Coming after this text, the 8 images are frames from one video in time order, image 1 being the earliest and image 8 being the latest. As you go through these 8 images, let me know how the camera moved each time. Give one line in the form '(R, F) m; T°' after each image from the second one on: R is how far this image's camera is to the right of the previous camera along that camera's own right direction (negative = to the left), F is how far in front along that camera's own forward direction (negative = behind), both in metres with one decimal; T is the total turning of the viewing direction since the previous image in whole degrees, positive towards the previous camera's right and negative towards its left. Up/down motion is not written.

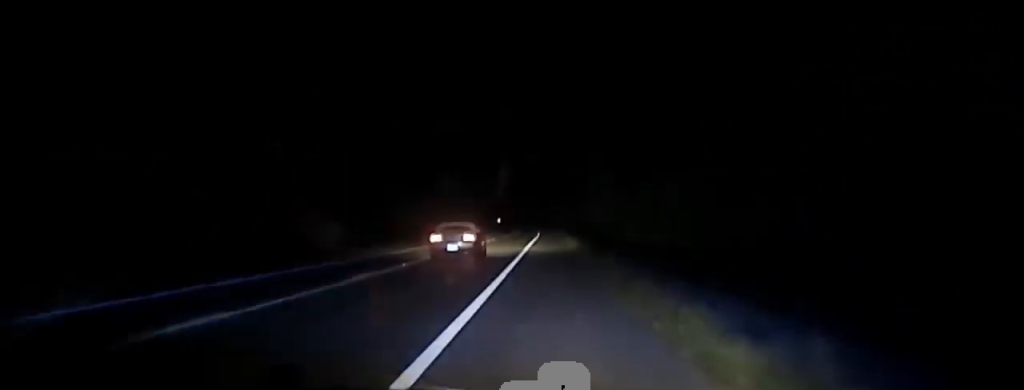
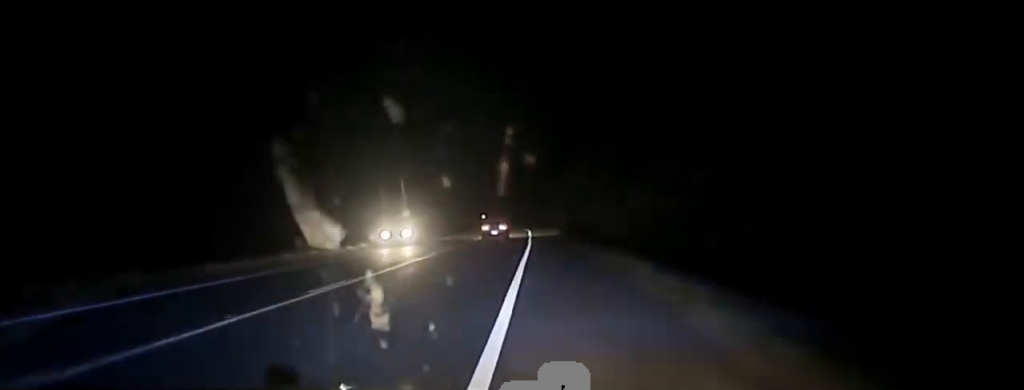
(+0.5, +43.1) m; +1°
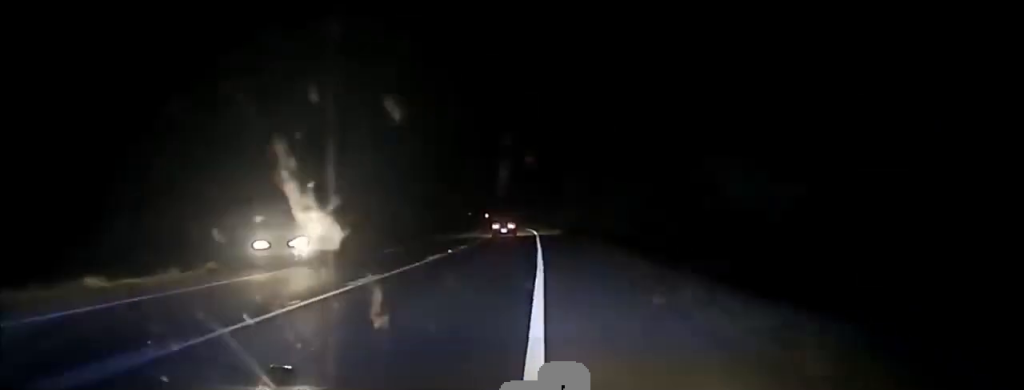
(+0.1, +22.6) m; 0°
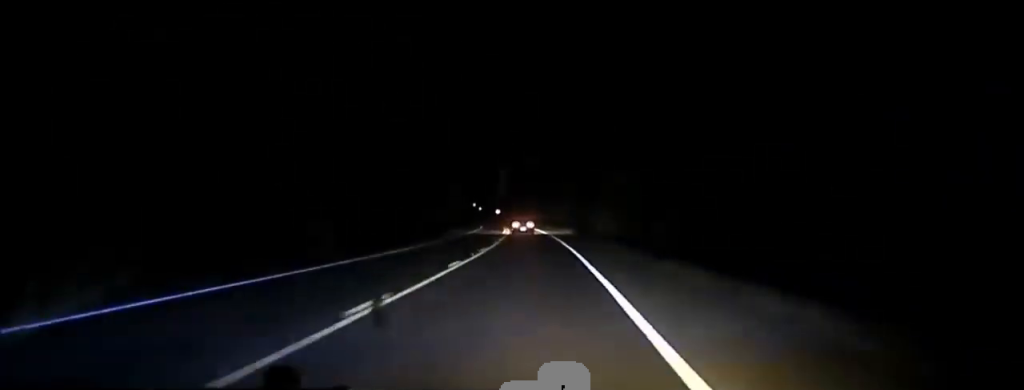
(-0.5, +52.6) m; 0°
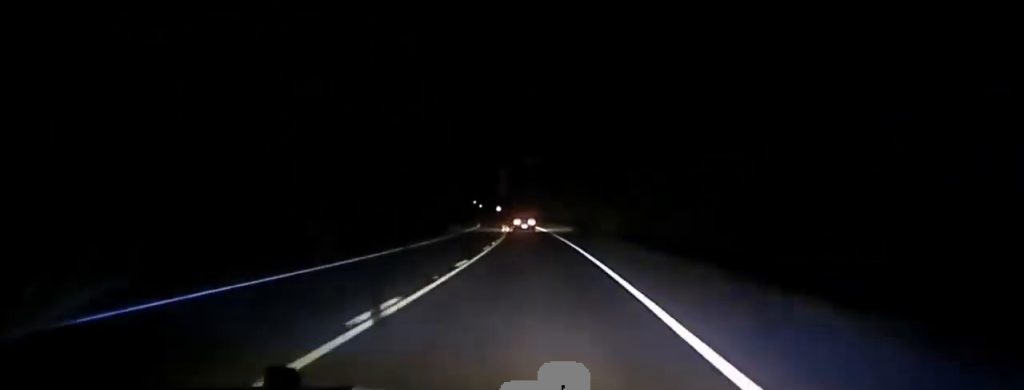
(0.0, +12.2) m; 0°
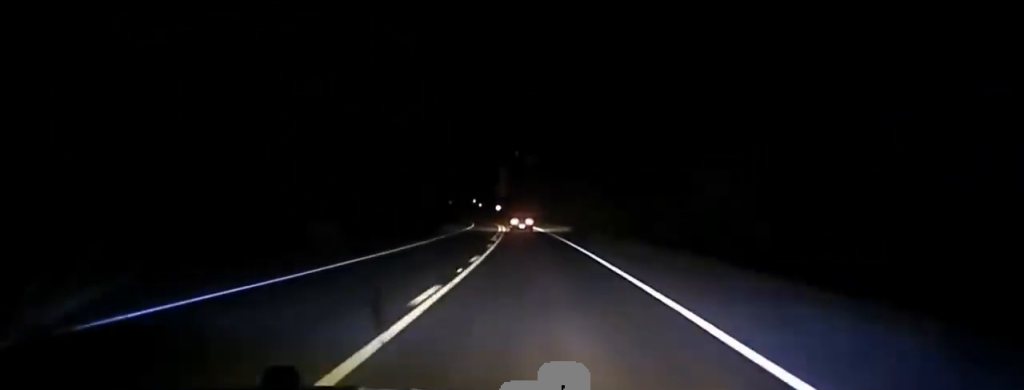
(+0.2, +19.1) m; 0°
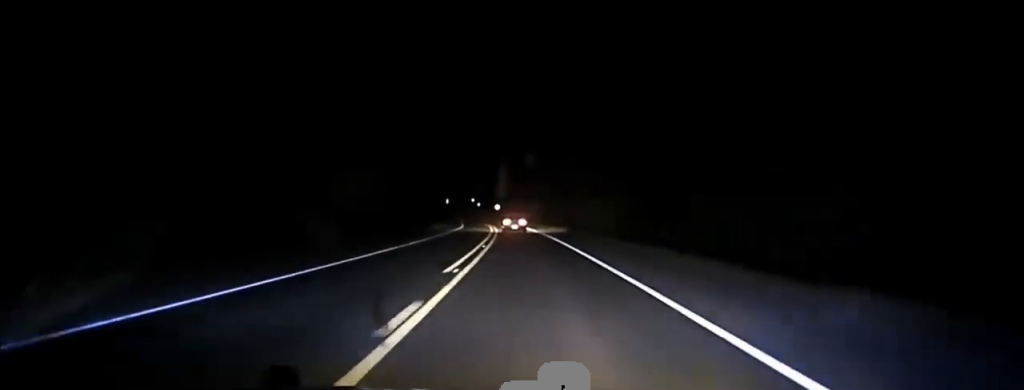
(-0.3, +26.0) m; -1°
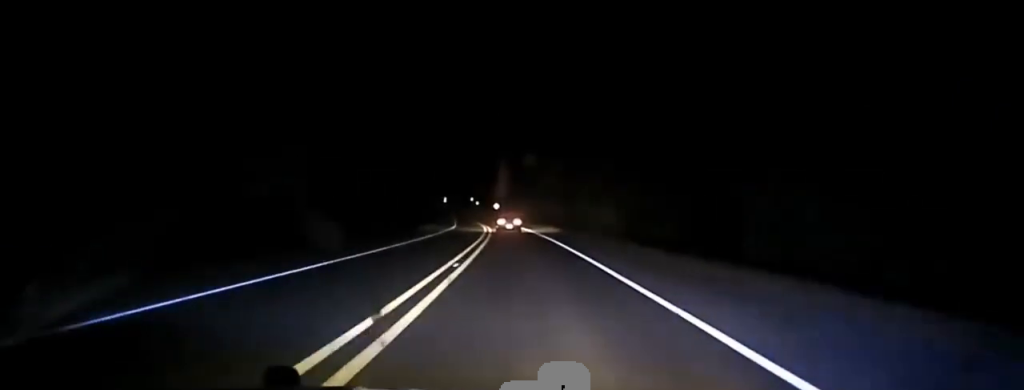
(-0.1, +15.5) m; 0°
